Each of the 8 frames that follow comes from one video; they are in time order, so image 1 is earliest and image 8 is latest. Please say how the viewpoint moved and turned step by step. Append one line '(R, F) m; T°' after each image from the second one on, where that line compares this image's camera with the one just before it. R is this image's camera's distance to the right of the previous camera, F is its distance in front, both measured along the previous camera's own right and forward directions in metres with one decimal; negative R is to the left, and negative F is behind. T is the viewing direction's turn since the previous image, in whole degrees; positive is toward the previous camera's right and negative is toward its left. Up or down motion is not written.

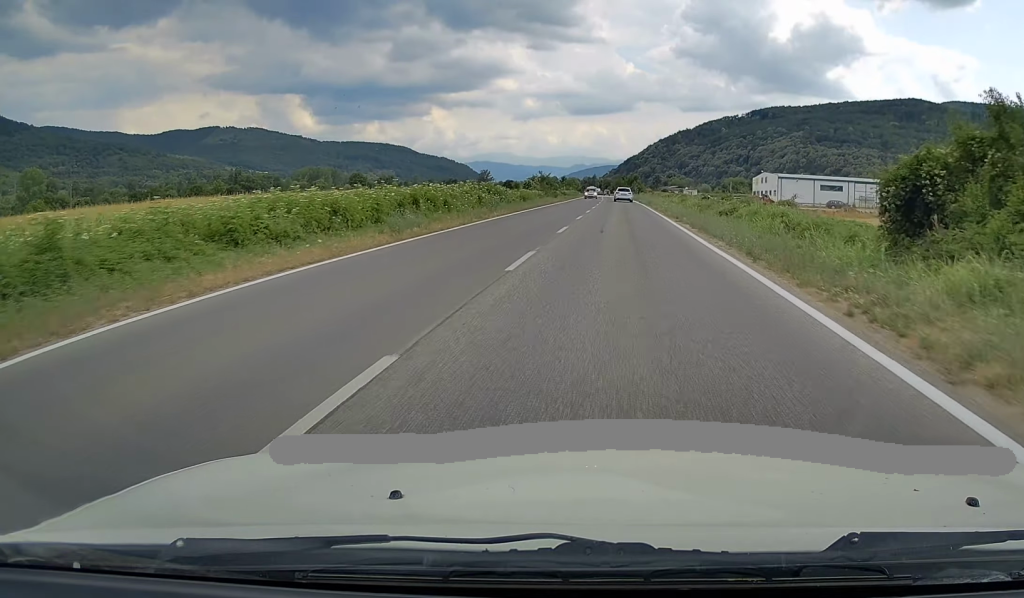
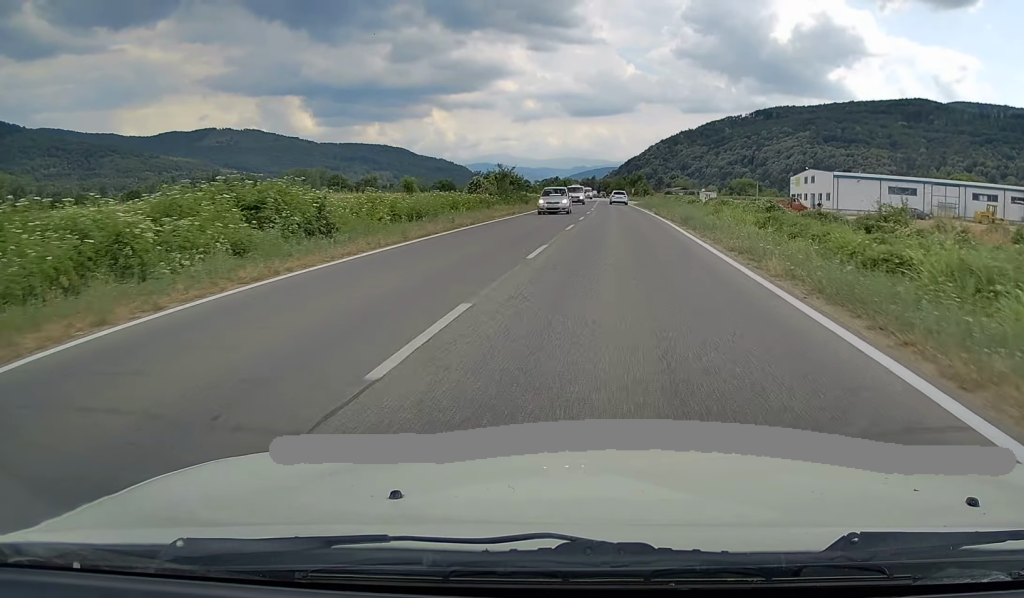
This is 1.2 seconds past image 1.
(+0.1, +32.9) m; 0°
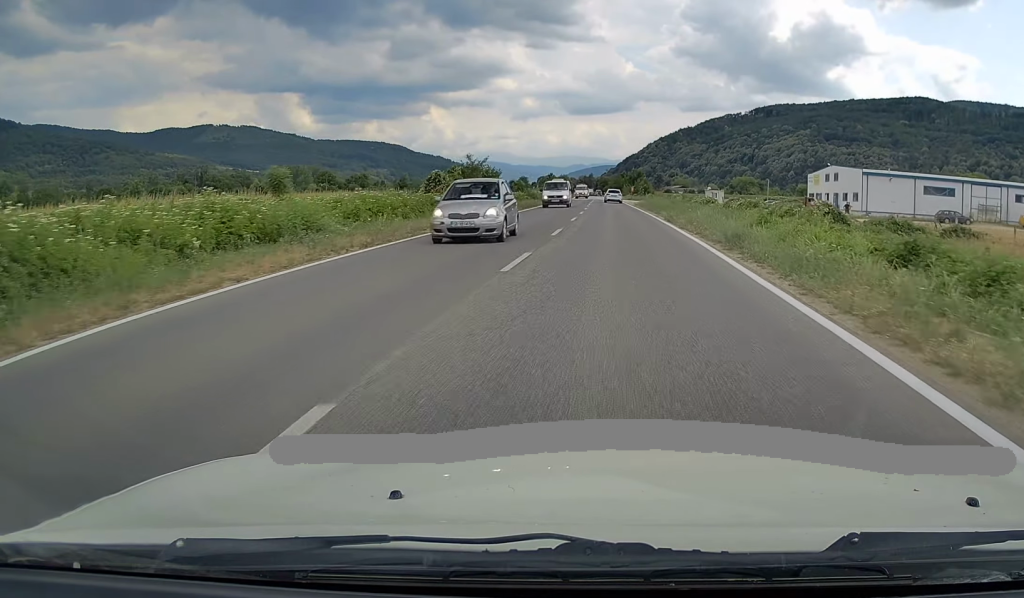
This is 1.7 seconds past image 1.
(+0.1, +12.3) m; 0°
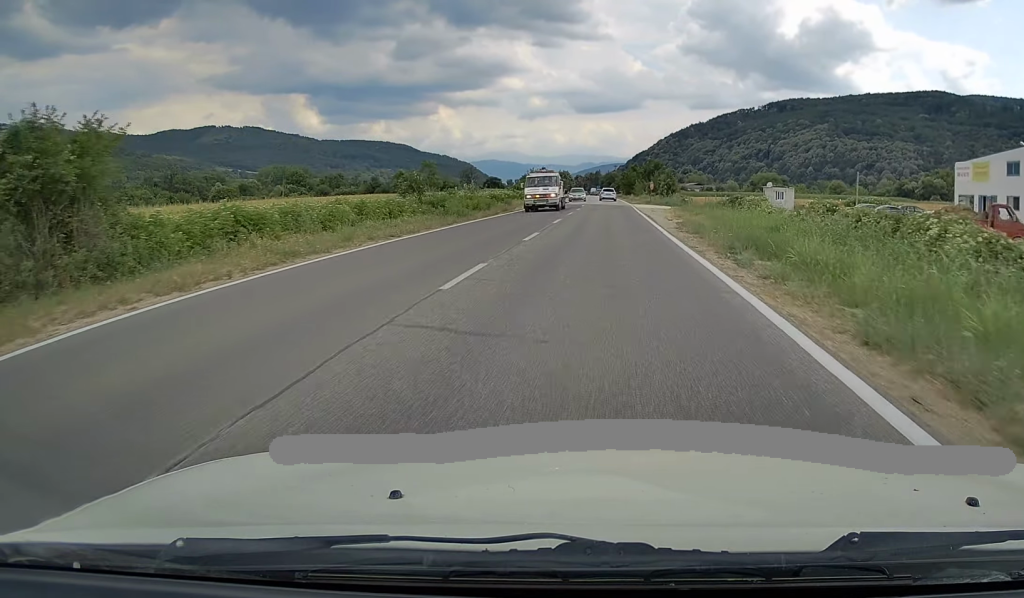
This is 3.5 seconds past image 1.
(-0.4, +46.3) m; -1°
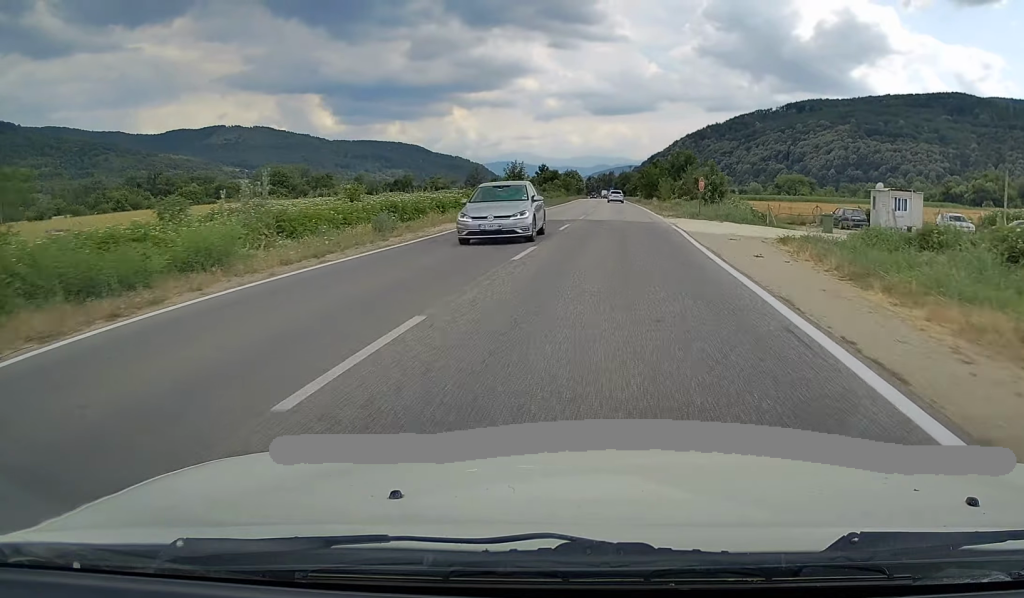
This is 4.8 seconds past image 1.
(-0.4, +31.9) m; -1°
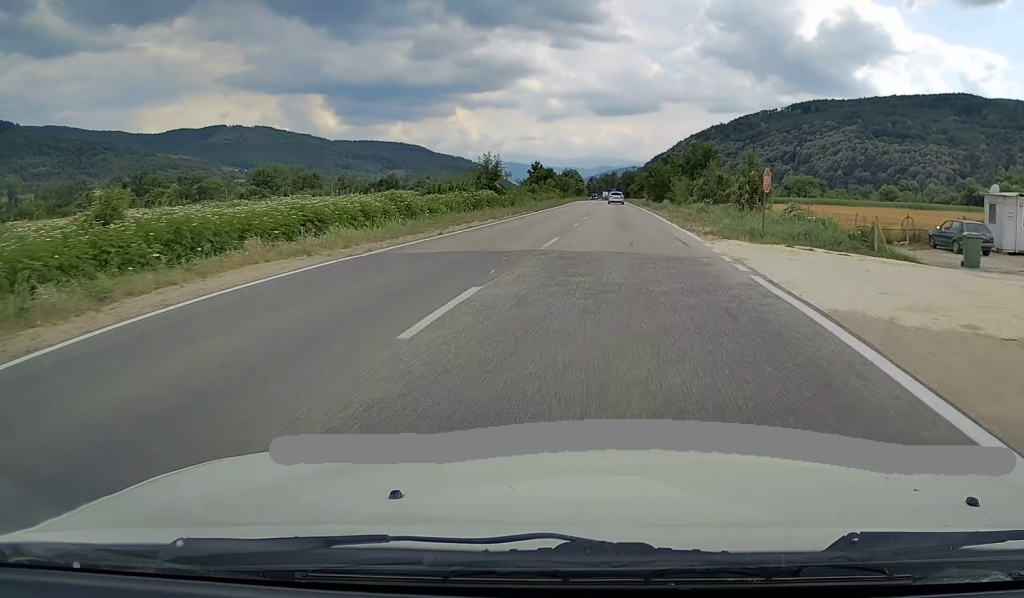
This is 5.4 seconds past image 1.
(+0.1, +16.9) m; 0°
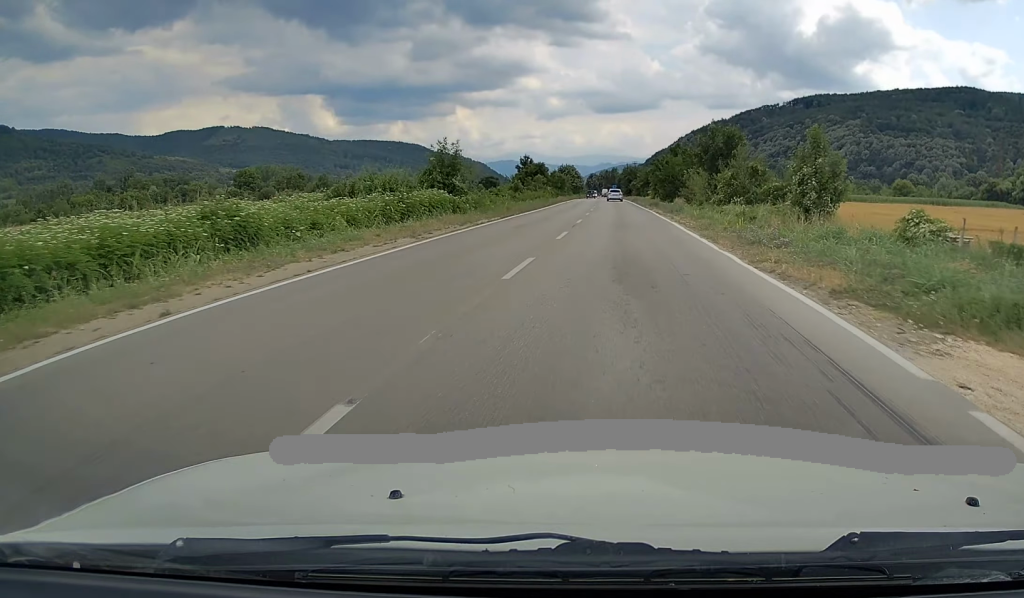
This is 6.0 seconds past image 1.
(+0.1, +15.3) m; 0°
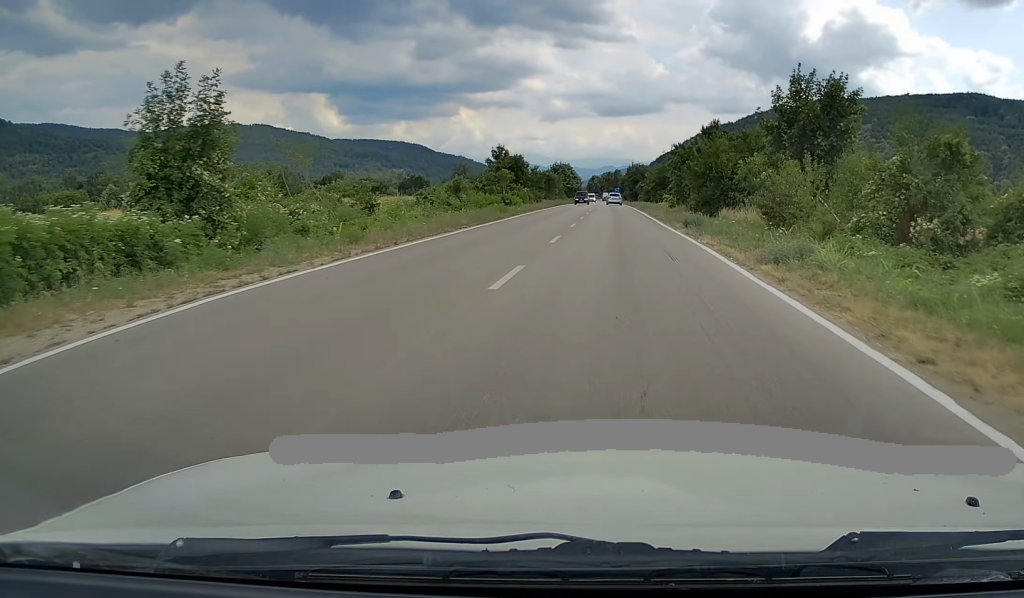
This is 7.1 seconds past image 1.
(-0.2, +28.2) m; -1°
